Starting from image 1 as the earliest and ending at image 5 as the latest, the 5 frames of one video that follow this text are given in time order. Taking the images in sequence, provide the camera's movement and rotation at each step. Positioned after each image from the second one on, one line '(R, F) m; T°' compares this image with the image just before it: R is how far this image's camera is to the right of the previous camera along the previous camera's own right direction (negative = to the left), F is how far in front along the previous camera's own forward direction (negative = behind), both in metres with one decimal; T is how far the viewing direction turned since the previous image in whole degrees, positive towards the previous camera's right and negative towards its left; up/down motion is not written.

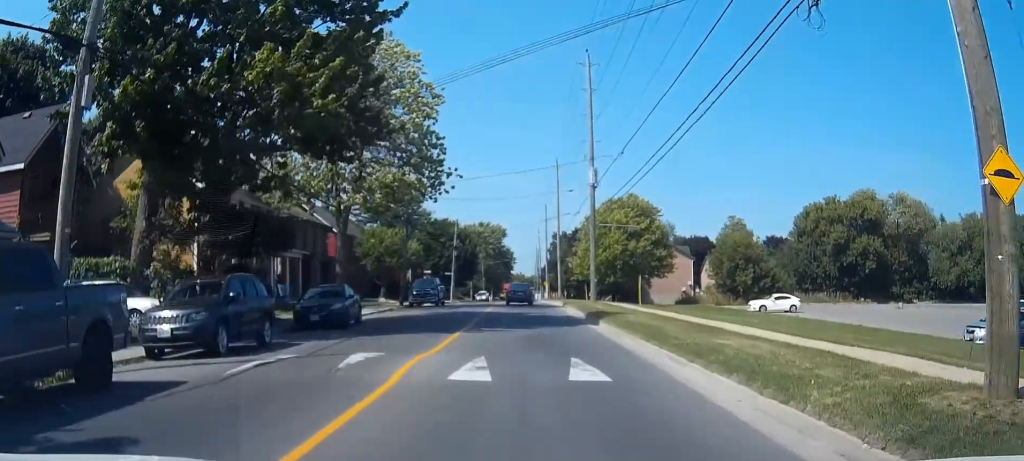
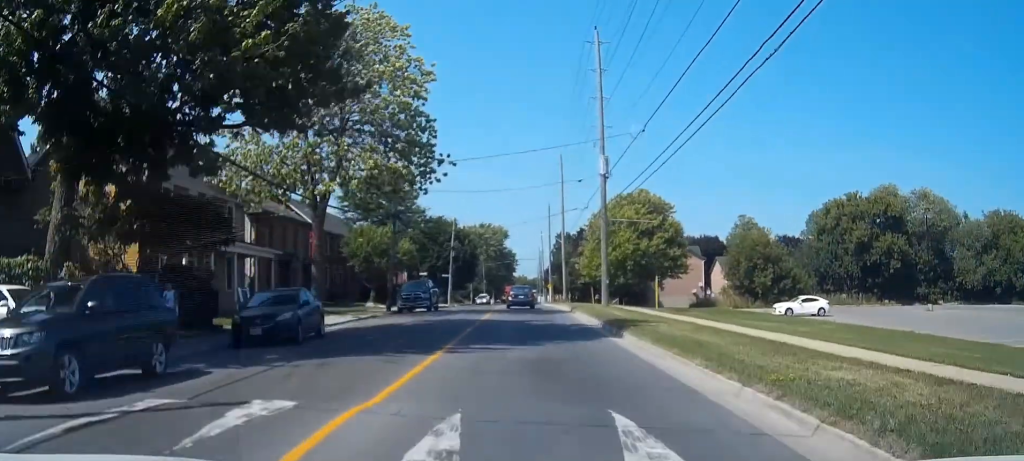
(0.0, +5.4) m; 0°
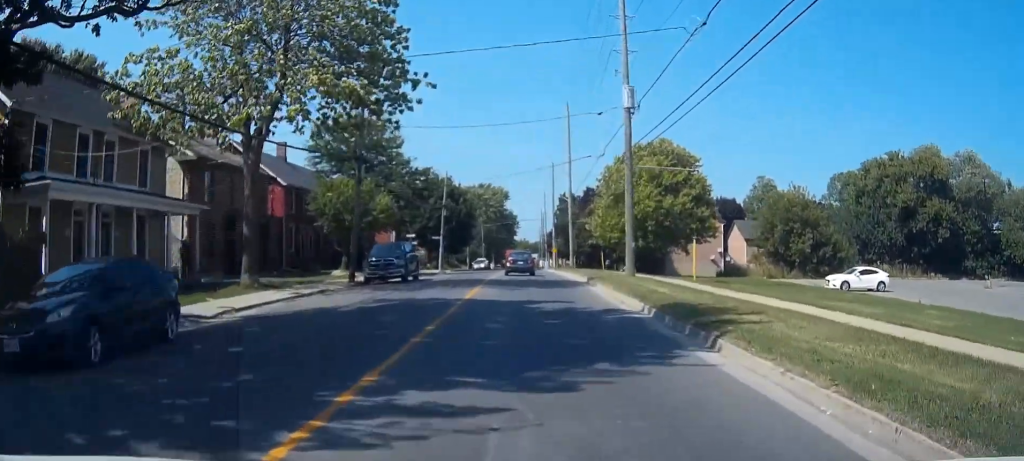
(0.0, +9.7) m; 0°
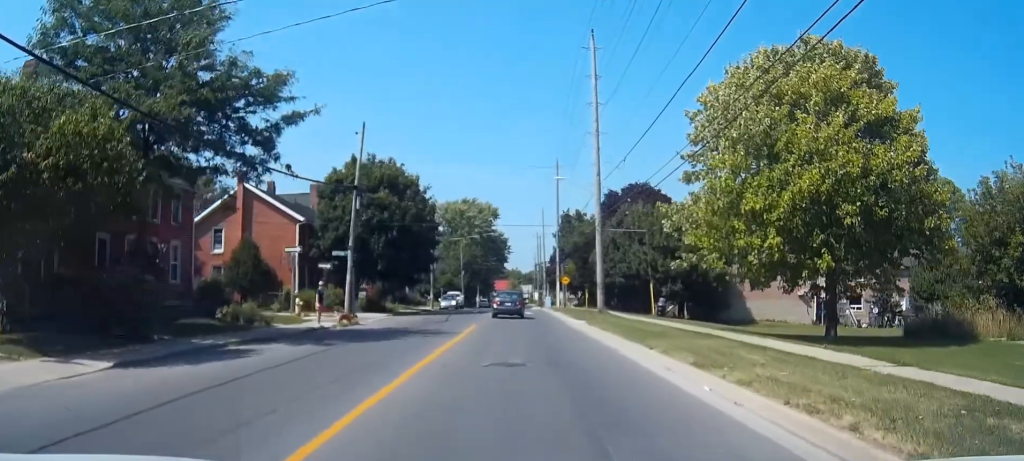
(-0.5, +35.2) m; -2°
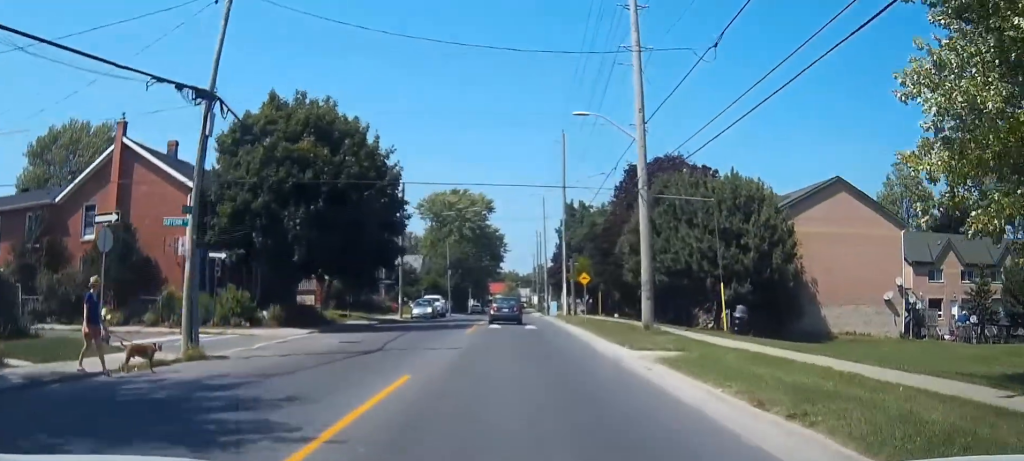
(-0.1, +17.8) m; 0°
